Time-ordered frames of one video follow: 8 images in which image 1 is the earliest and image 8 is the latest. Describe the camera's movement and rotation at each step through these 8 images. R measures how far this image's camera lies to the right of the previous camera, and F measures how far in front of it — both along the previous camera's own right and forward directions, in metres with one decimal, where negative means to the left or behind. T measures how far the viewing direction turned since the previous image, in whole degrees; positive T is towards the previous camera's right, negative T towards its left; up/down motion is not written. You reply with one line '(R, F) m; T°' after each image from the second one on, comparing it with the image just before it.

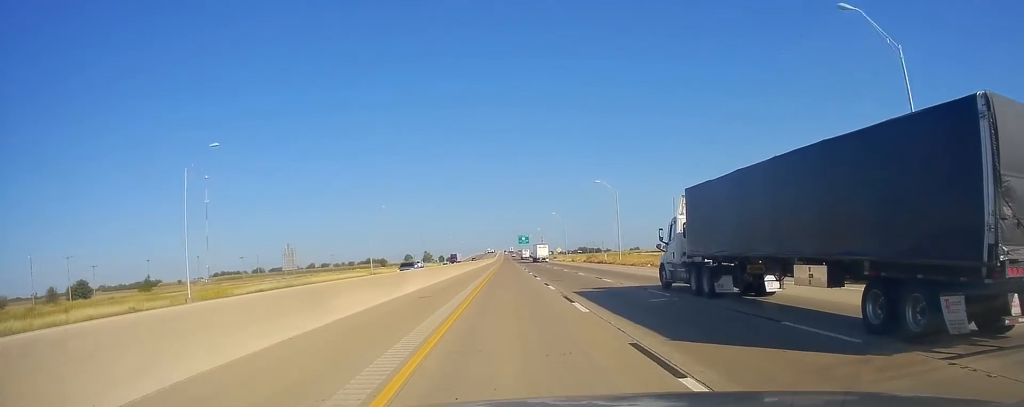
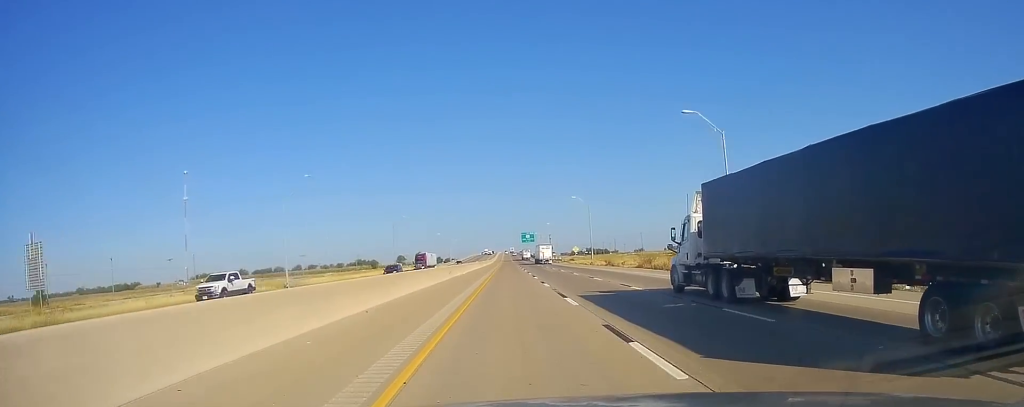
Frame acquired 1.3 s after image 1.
(+1.0, +45.0) m; 0°
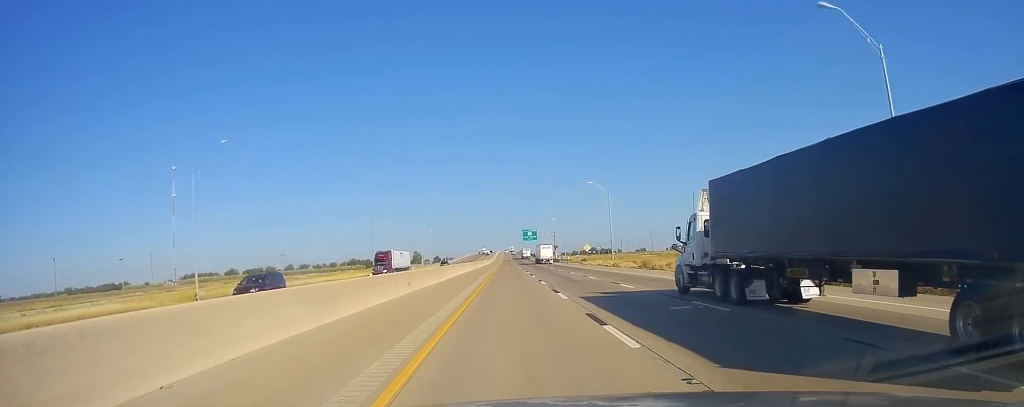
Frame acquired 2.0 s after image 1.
(-0.5, +21.6) m; -1°
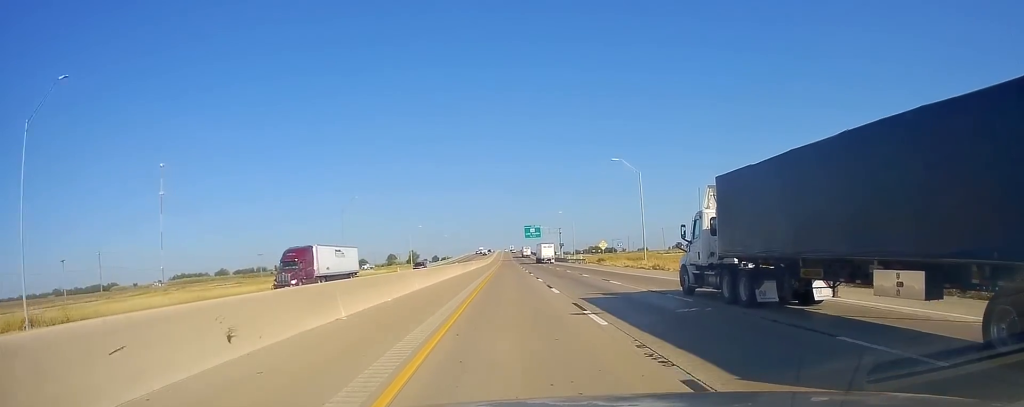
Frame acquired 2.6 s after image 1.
(-0.2, +21.1) m; -1°
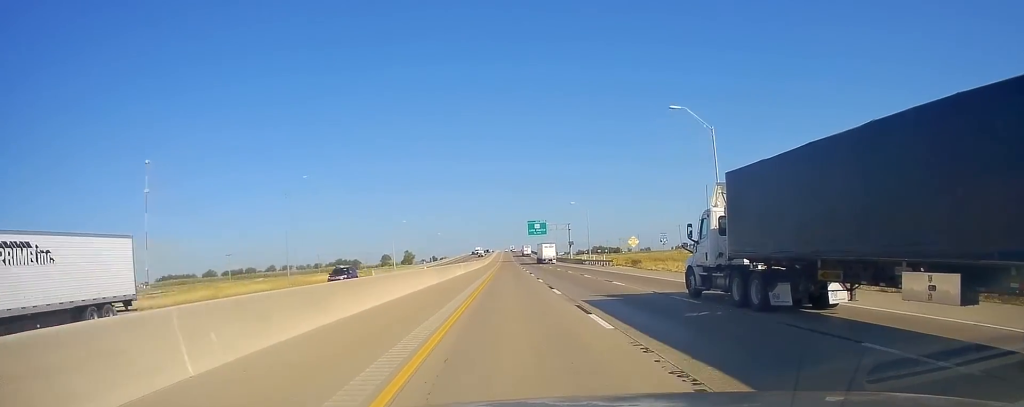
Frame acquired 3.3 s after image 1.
(-0.1, +25.0) m; 0°
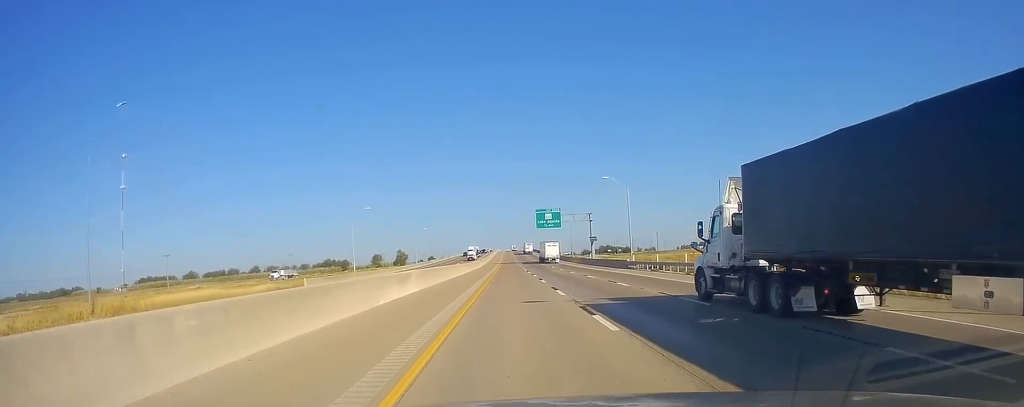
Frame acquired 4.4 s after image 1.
(+0.3, +37.0) m; +1°
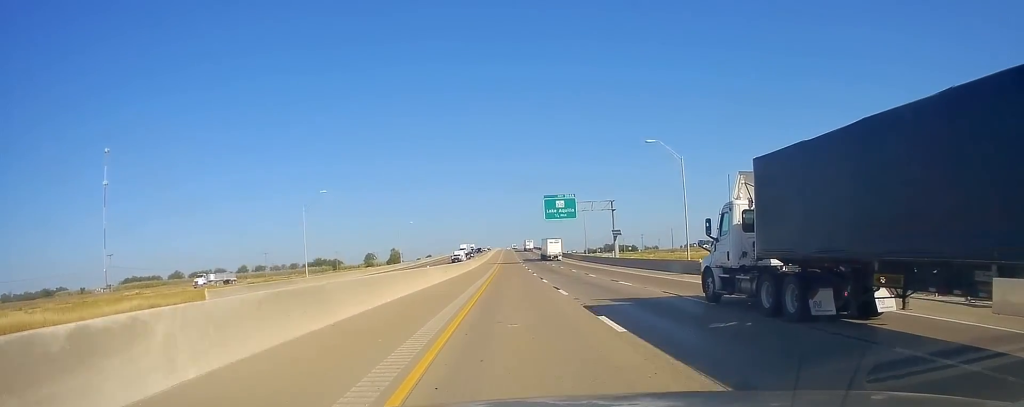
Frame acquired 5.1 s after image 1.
(+0.3, +24.4) m; 0°
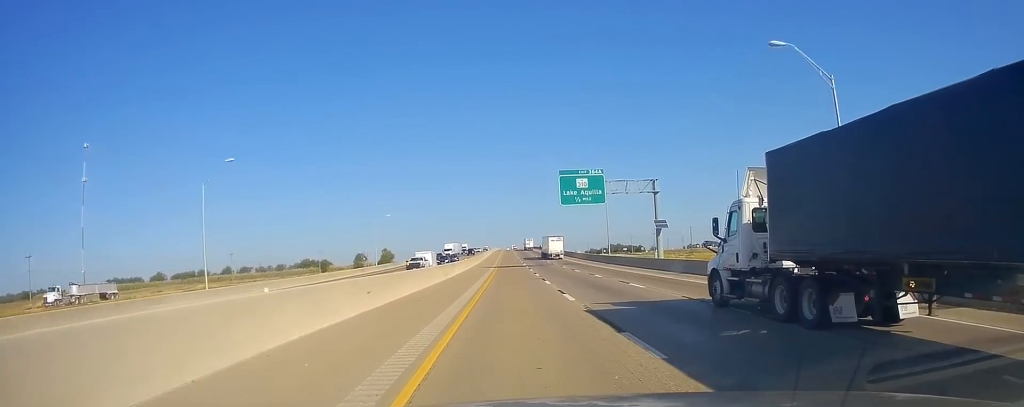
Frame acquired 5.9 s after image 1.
(-0.3, +26.7) m; -1°
